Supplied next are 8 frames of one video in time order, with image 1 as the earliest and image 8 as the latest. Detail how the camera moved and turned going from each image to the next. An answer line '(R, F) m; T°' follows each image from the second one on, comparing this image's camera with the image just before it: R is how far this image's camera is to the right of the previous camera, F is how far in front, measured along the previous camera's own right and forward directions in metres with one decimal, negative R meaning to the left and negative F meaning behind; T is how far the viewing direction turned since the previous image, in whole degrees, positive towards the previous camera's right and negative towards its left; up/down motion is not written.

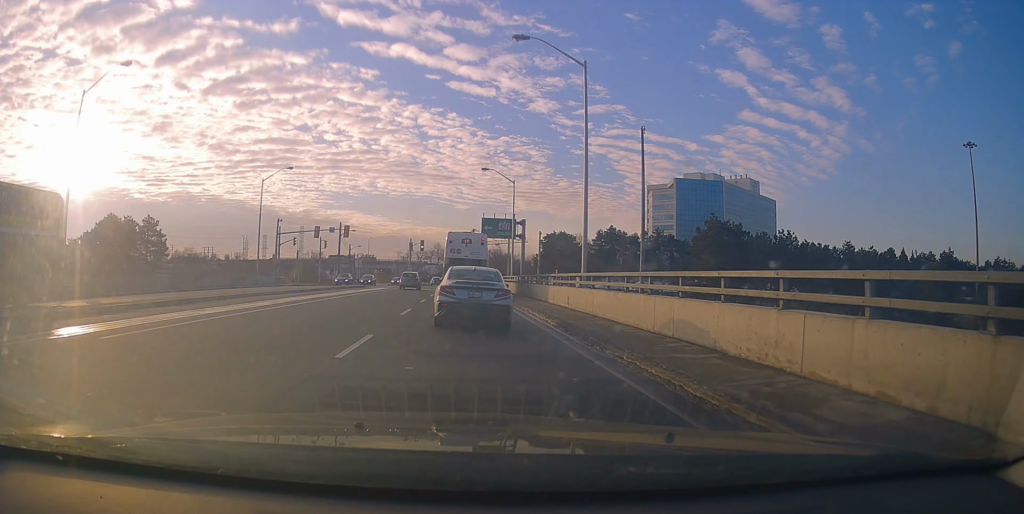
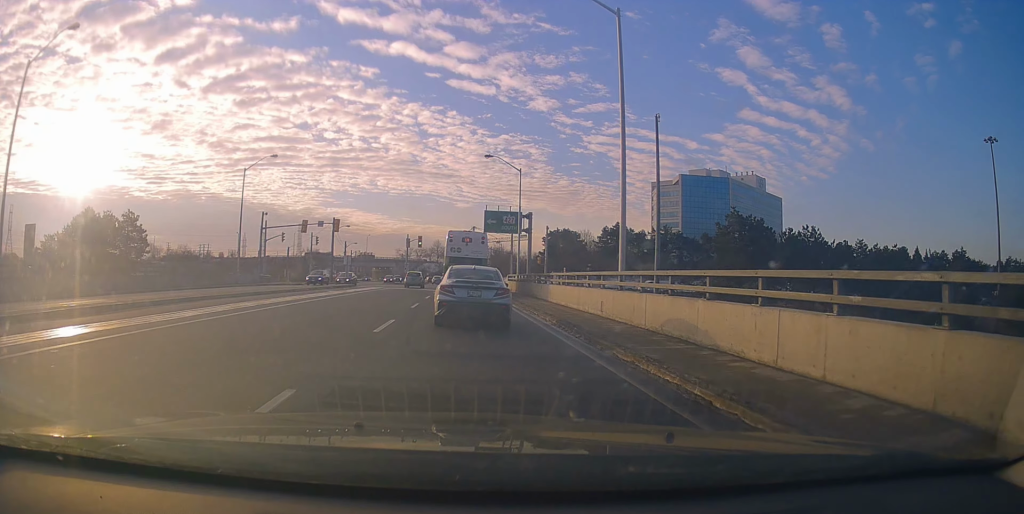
(-0.1, +5.2) m; -1°
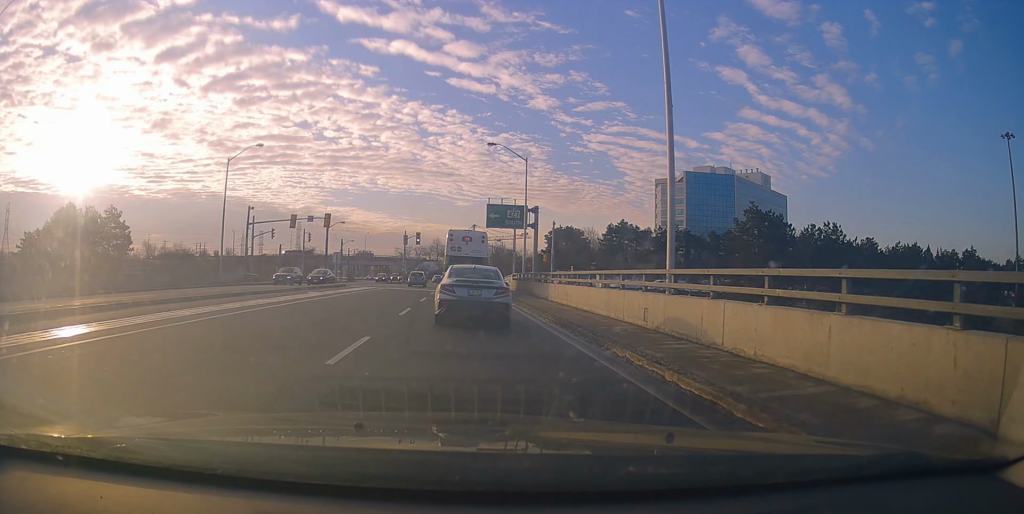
(0.0, +4.1) m; 0°
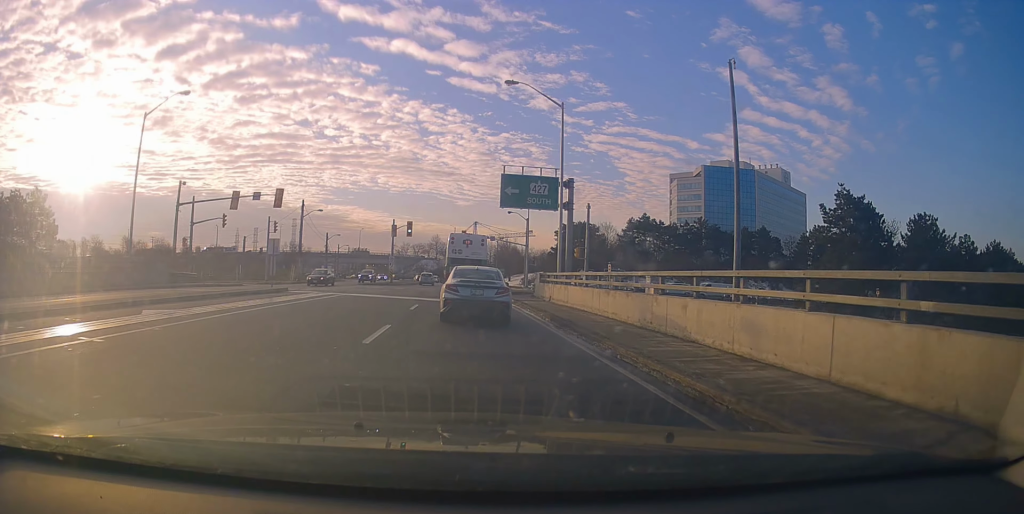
(+0.1, +15.1) m; -1°
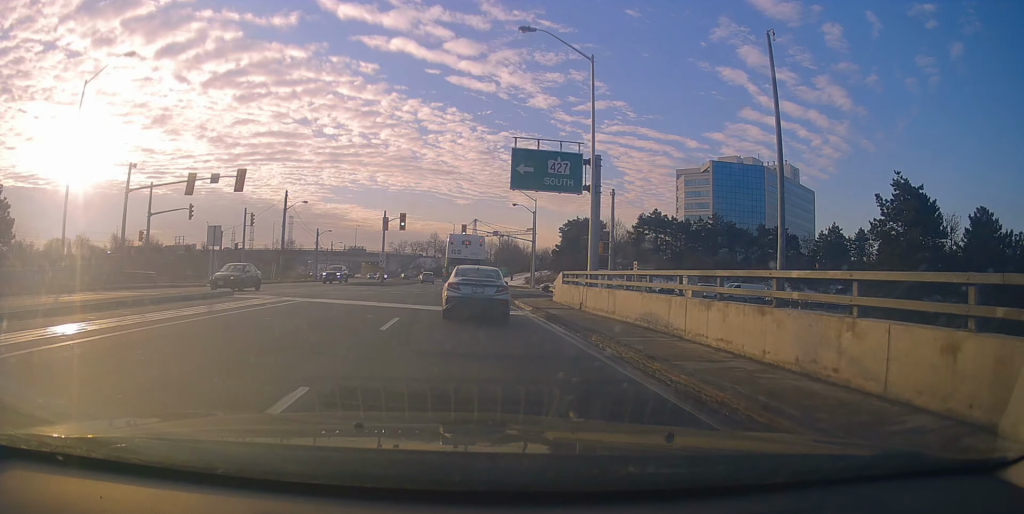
(-0.1, +7.1) m; -1°
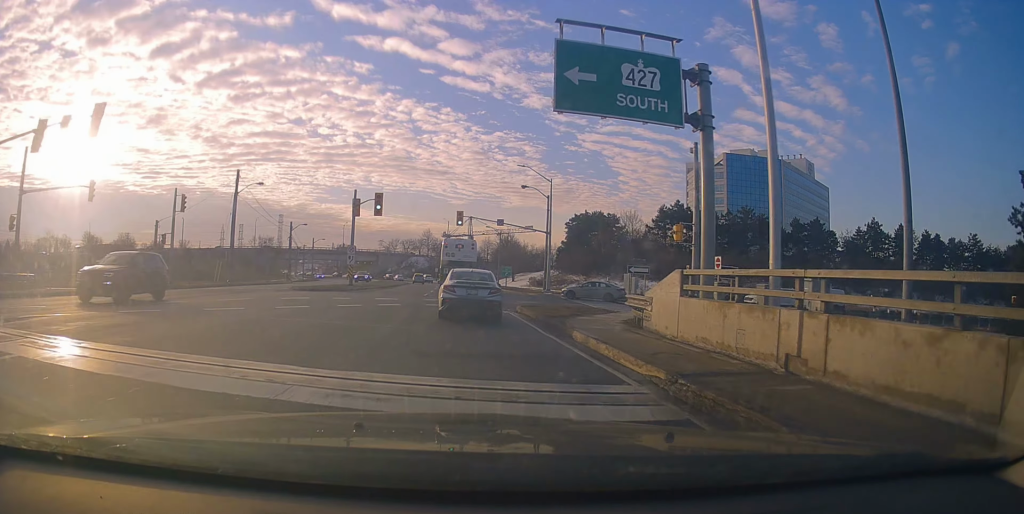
(+0.2, +13.9) m; +2°
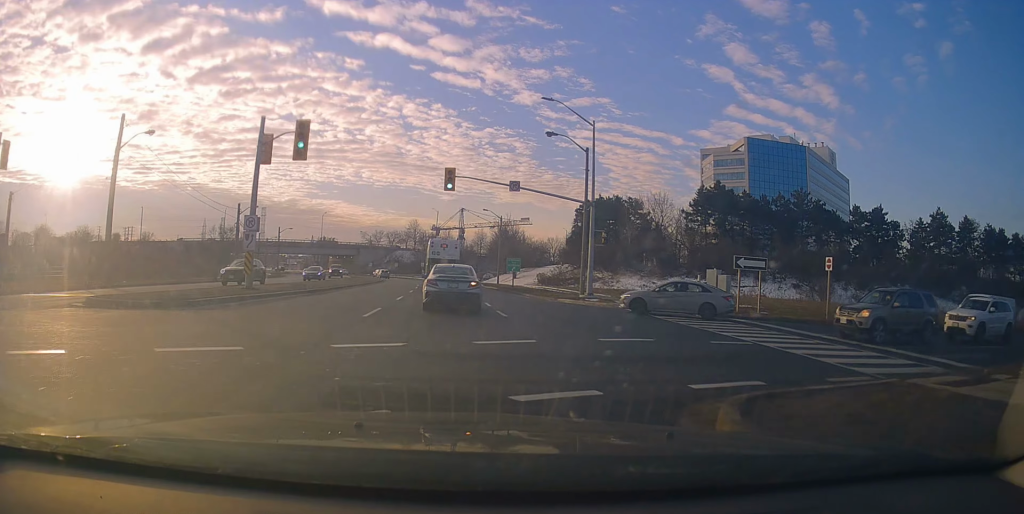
(+0.2, +19.1) m; 0°
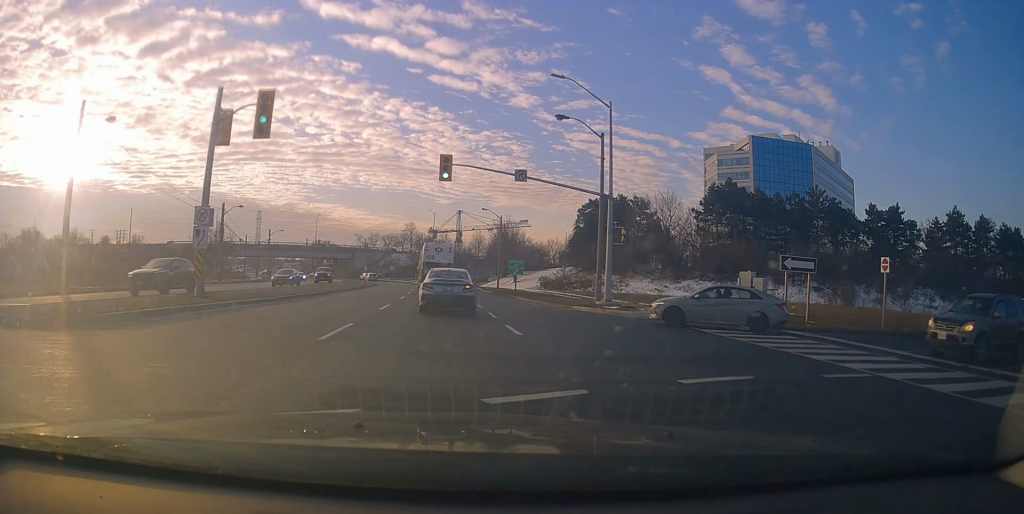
(0.0, +4.4) m; 0°
